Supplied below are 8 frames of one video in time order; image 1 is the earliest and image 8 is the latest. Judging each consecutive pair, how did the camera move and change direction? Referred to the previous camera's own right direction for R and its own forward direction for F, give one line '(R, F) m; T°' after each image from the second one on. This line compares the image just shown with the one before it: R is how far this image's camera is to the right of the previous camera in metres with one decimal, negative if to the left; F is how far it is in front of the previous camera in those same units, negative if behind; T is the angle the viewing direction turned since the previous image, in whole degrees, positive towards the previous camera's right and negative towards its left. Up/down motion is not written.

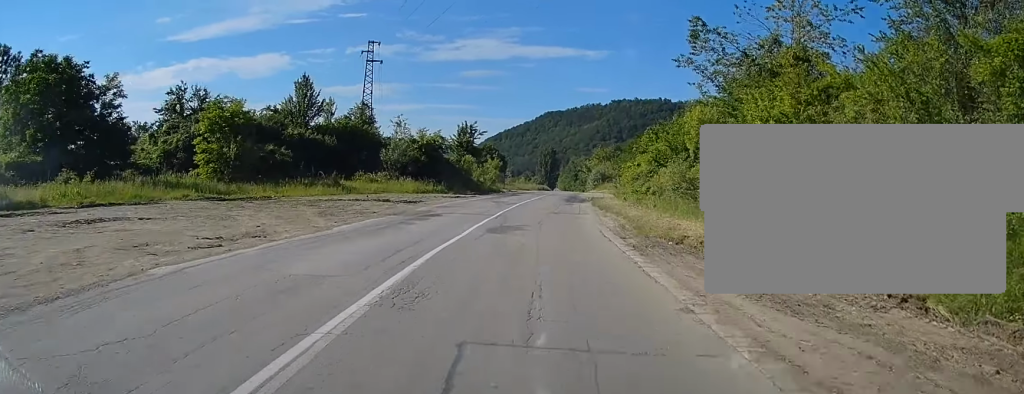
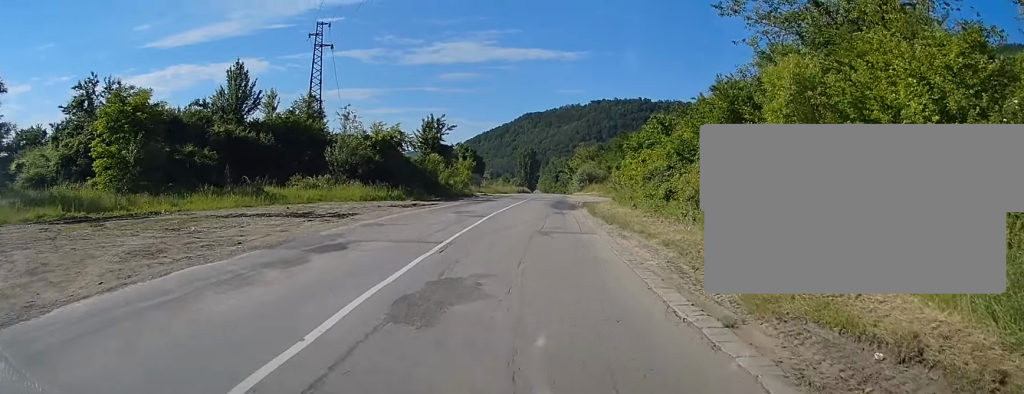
(+0.1, +10.2) m; +1°
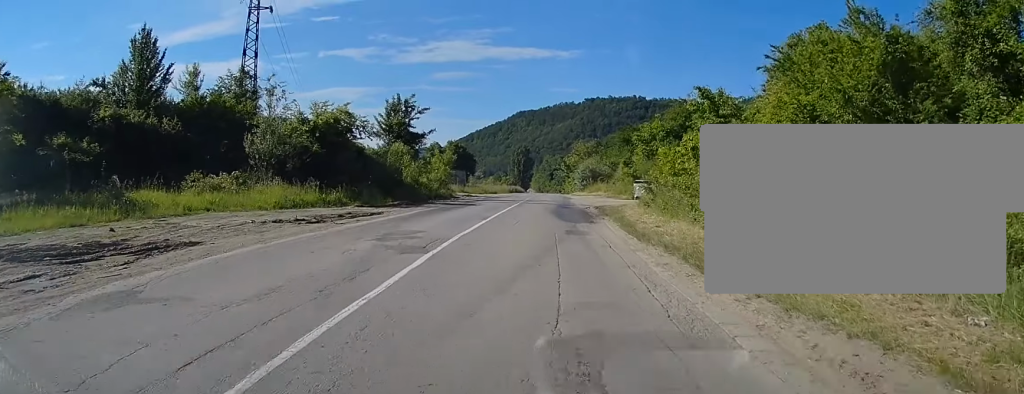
(+0.1, +12.7) m; +1°
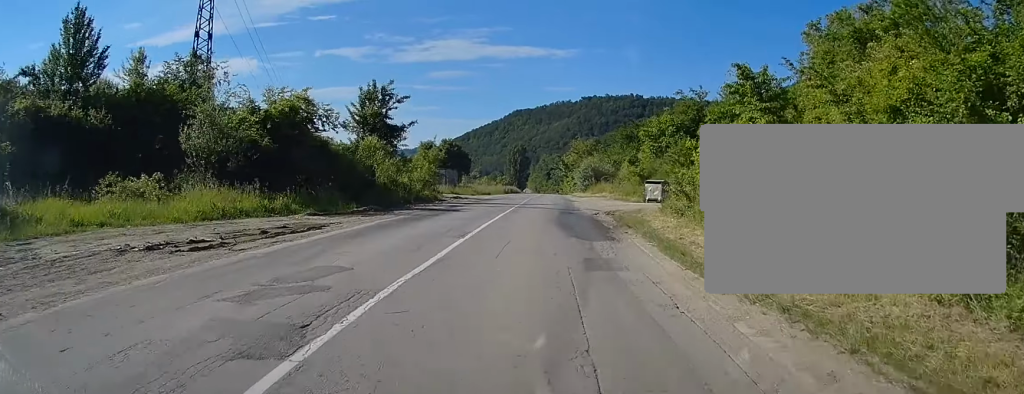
(0.0, +6.4) m; 0°
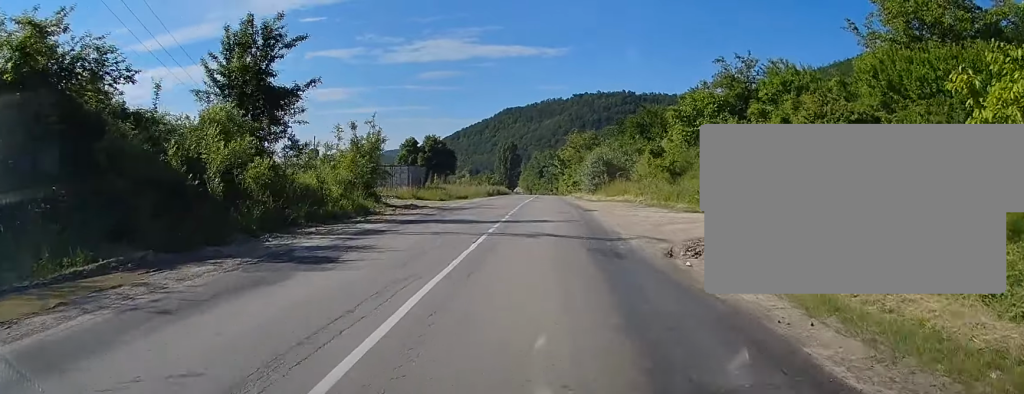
(+0.2, +17.2) m; +1°
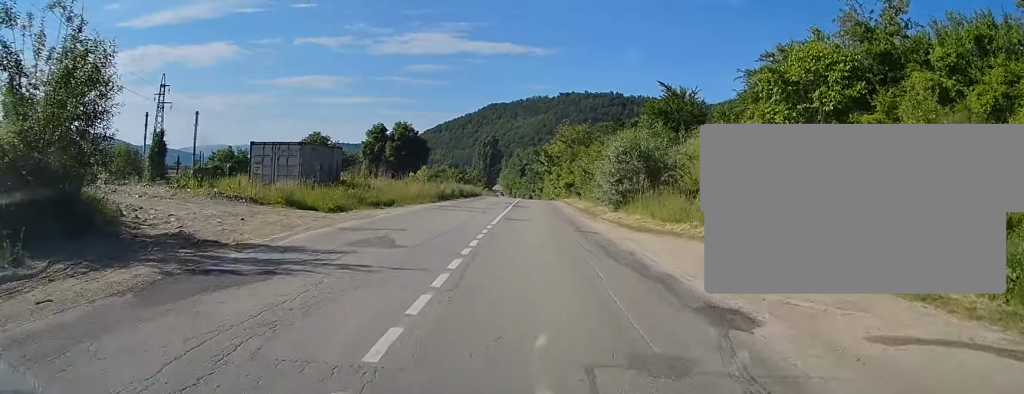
(+0.1, +22.2) m; +2°
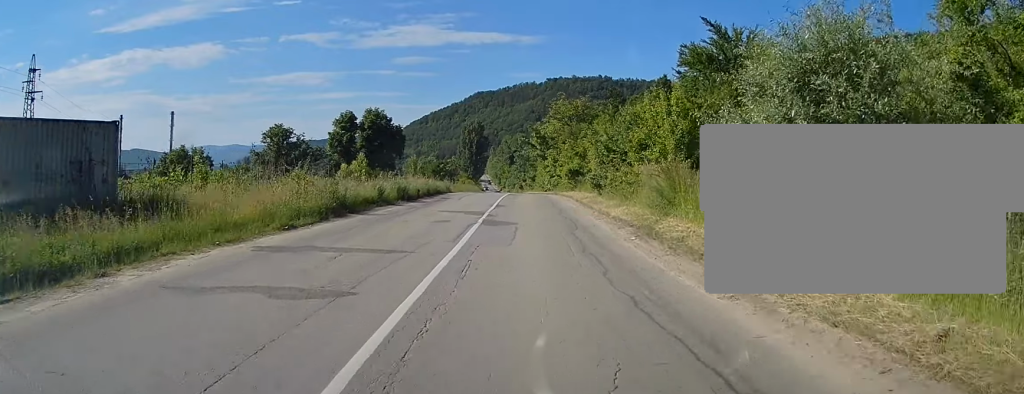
(+0.5, +20.1) m; +2°
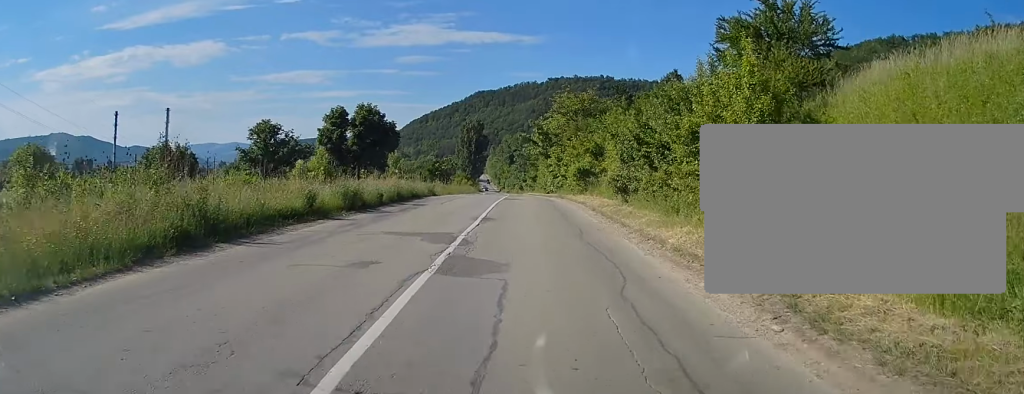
(0.0, +8.5) m; 0°
